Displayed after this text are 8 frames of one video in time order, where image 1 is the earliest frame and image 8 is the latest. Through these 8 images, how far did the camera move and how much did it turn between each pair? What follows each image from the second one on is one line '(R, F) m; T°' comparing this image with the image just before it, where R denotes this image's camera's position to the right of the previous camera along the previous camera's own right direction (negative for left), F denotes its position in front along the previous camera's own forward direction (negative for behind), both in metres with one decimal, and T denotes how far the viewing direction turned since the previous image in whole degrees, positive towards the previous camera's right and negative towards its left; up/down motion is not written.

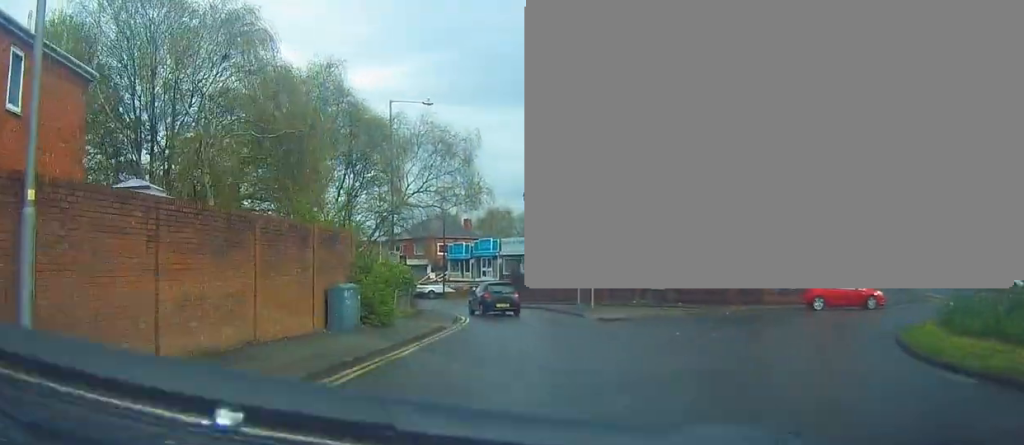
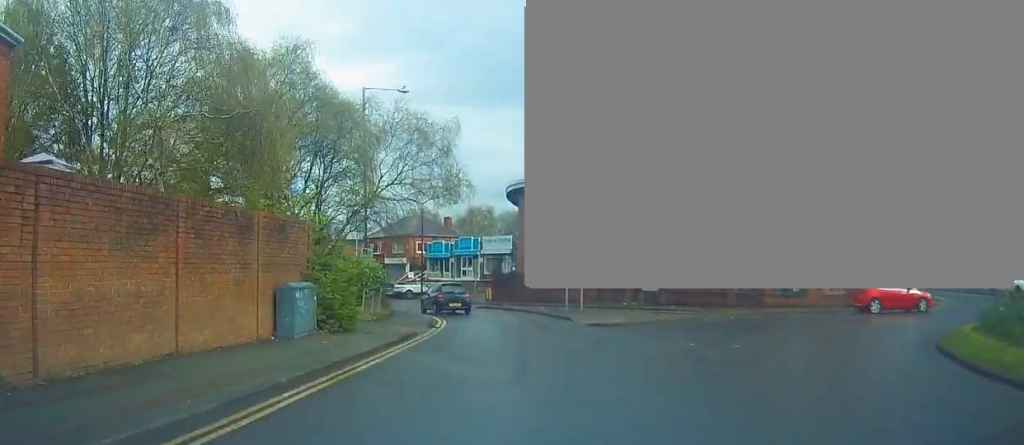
(-0.1, +2.6) m; +4°
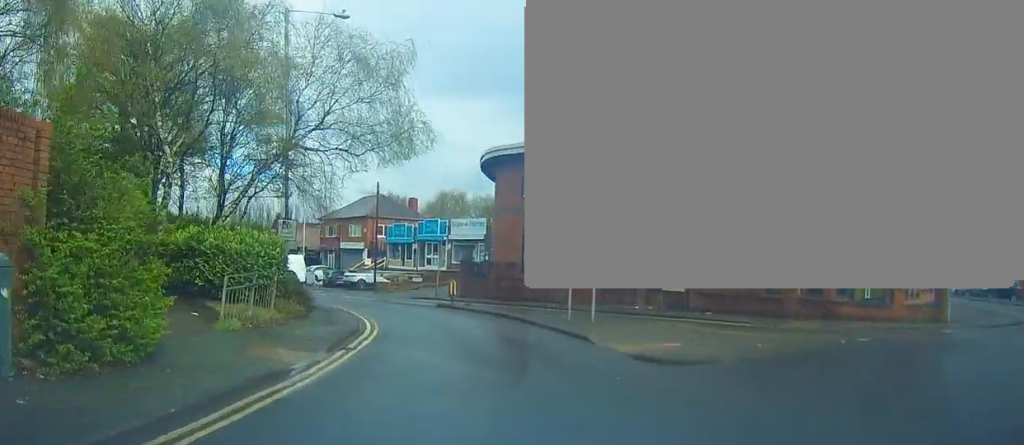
(+1.3, +9.3) m; +6°
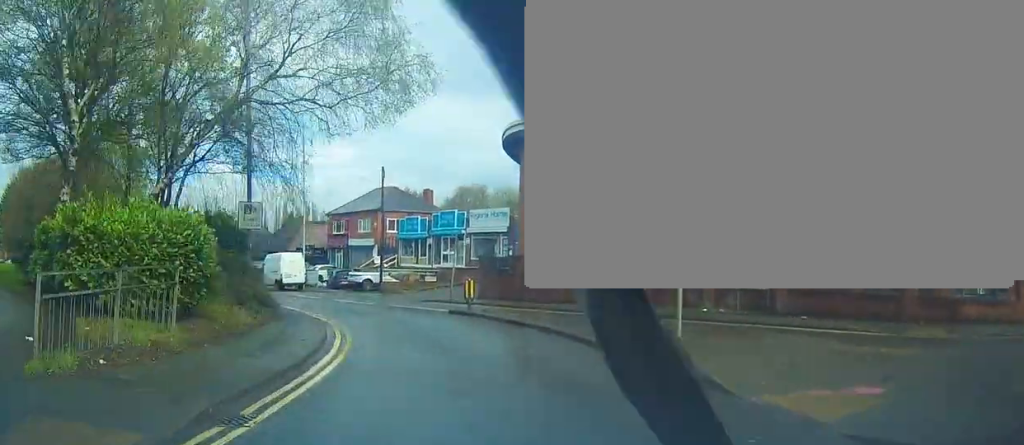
(-0.6, +6.1) m; -3°
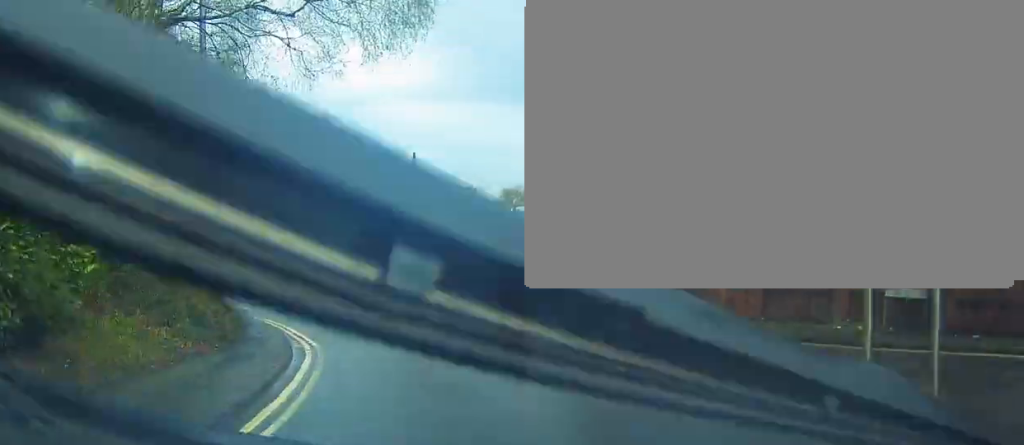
(0.0, +6.2) m; -2°
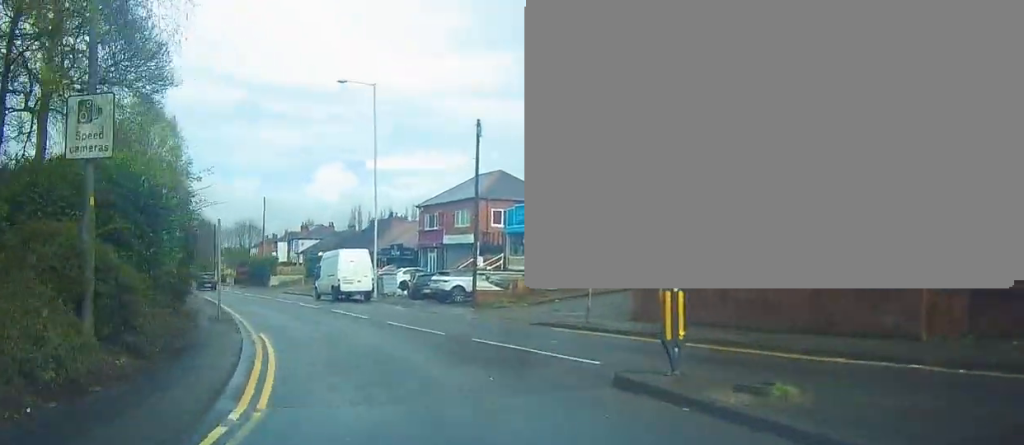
(0.0, +6.7) m; -5°
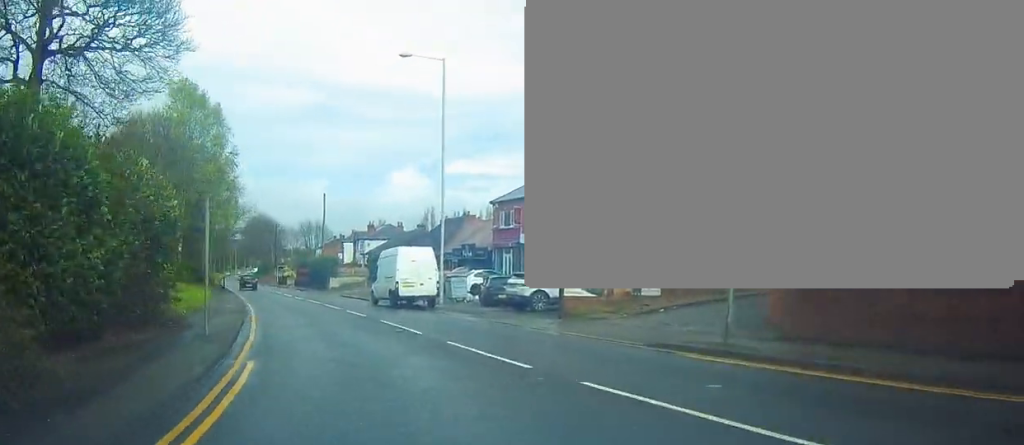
(-0.2, +5.3) m; -8°
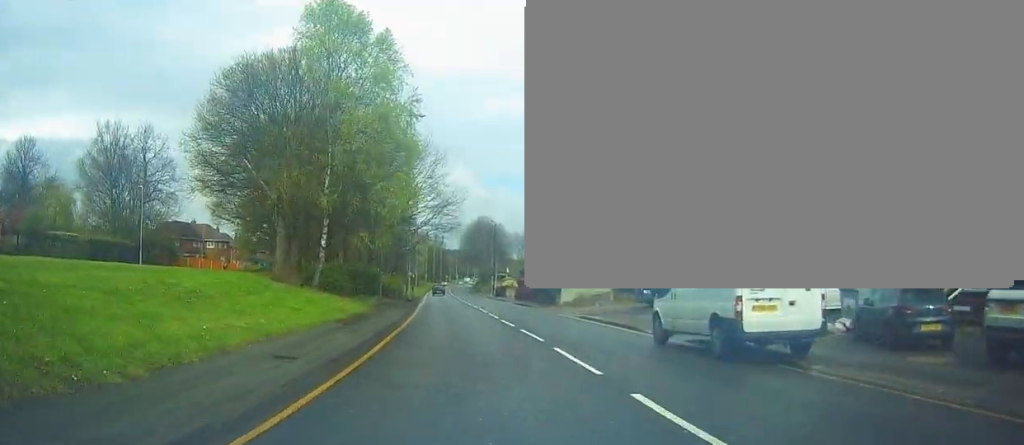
(-3.1, +17.4) m; -17°
